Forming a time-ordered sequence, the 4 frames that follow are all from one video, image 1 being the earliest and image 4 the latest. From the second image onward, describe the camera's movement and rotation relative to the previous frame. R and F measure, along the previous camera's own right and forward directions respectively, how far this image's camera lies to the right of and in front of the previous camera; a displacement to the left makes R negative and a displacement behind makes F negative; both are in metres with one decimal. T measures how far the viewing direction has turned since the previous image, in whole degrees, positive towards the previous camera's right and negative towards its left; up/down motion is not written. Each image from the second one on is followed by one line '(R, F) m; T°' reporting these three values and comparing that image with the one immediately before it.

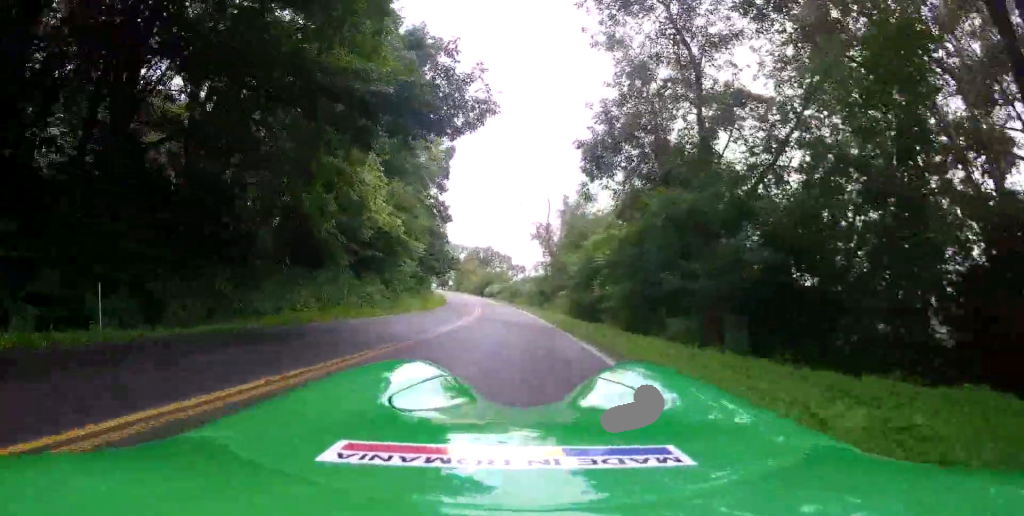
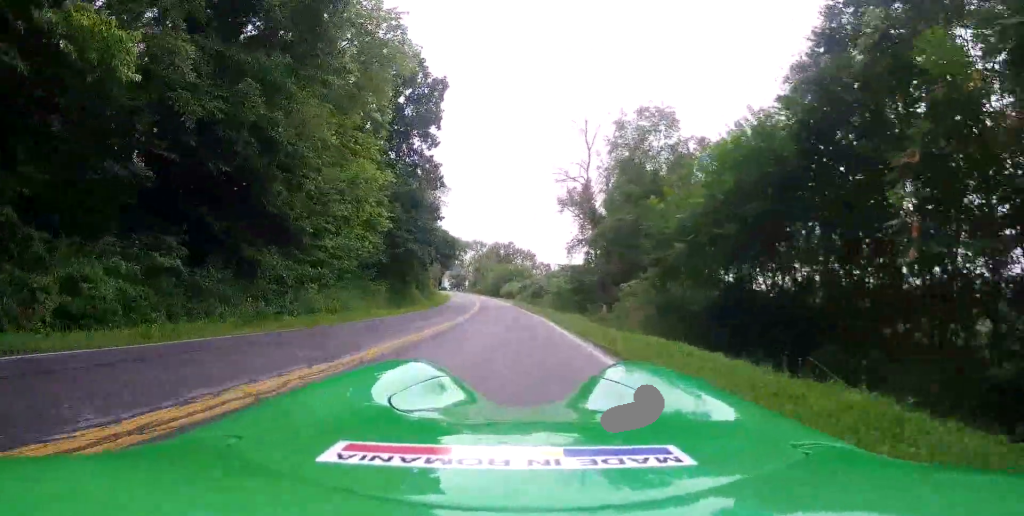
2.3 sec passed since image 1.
(0.0, +21.1) m; 0°
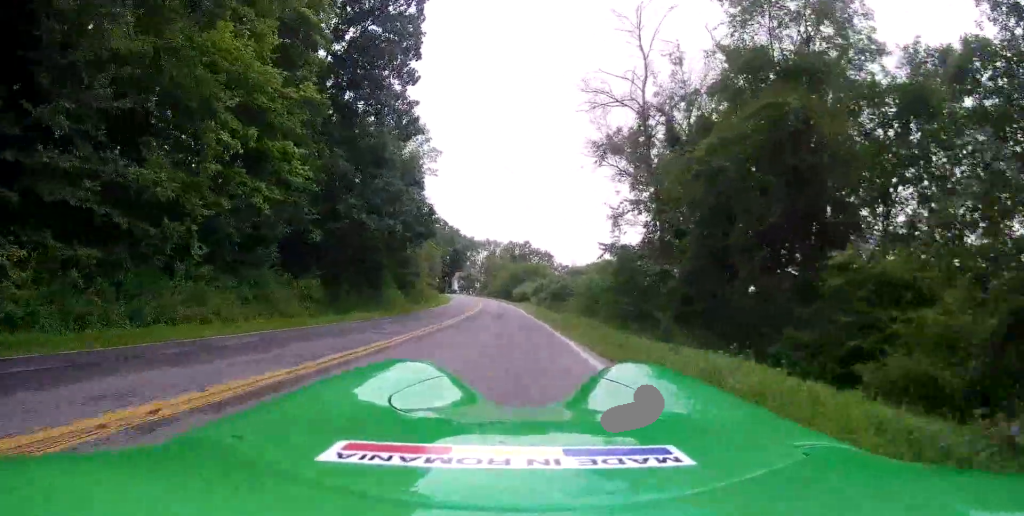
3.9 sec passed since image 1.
(0.0, +15.1) m; 0°
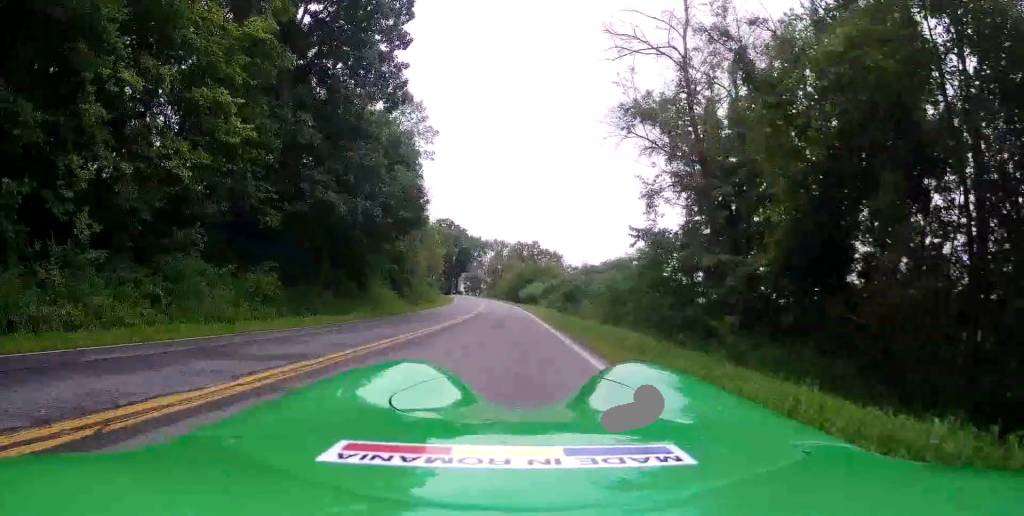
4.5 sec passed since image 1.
(0.0, +6.0) m; 0°
